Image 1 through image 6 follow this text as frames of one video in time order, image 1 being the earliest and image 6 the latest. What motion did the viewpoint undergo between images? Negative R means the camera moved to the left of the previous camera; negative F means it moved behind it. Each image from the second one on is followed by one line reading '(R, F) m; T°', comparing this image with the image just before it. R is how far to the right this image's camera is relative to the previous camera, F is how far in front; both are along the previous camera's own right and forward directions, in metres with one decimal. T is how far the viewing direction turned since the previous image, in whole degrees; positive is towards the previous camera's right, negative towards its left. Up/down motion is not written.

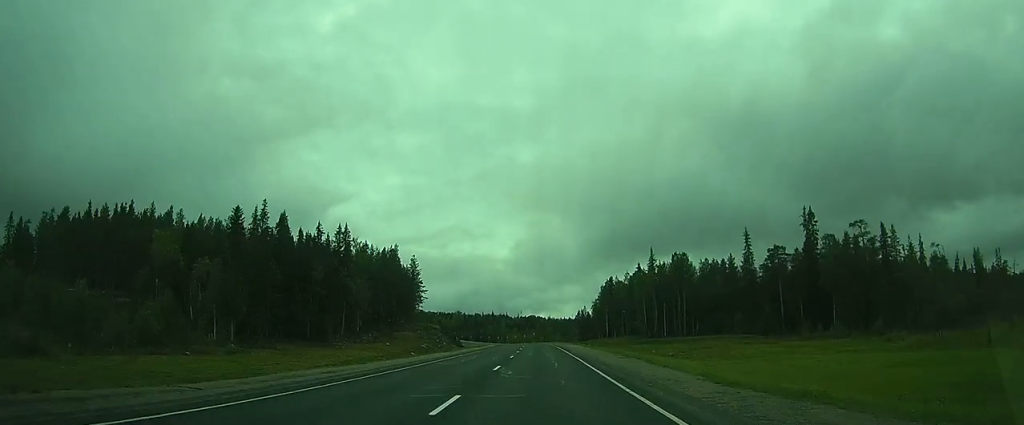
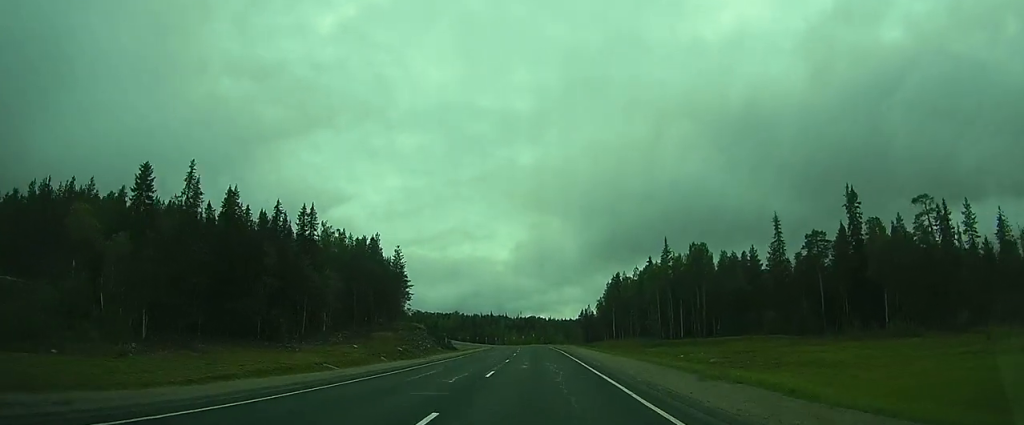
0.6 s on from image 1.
(-0.1, +15.1) m; -1°
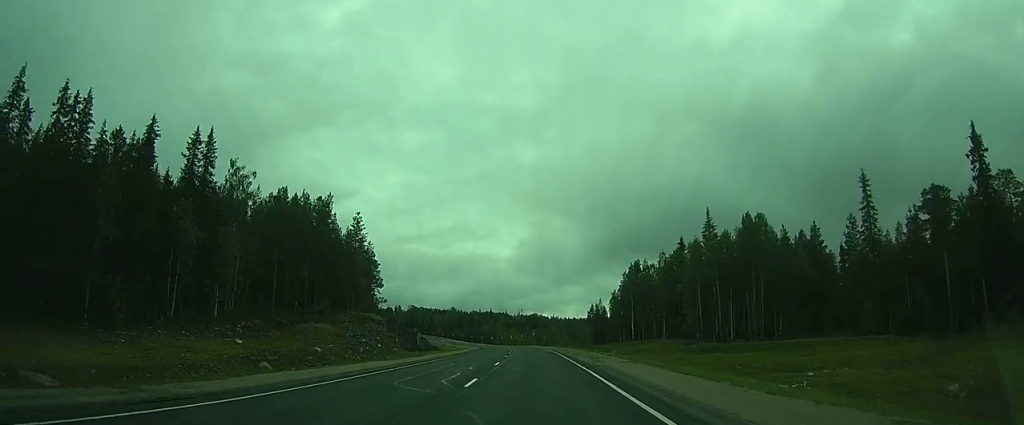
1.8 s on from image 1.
(-0.1, +28.7) m; 0°
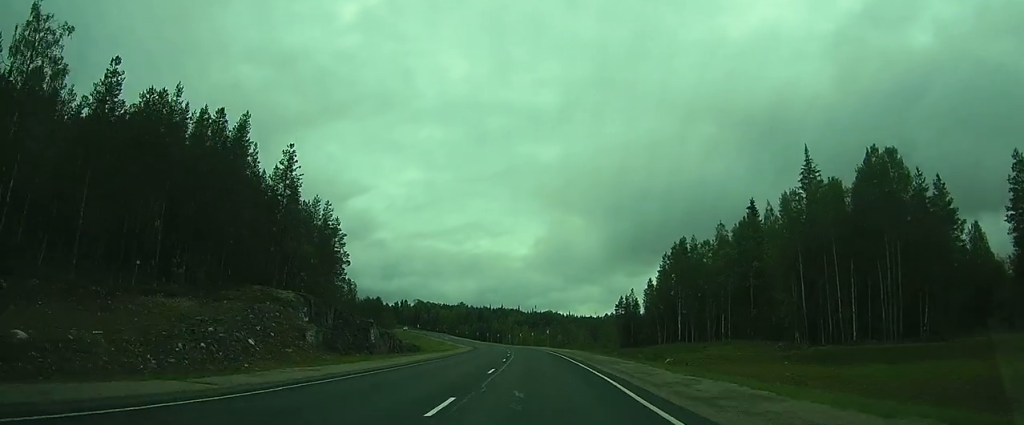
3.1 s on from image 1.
(0.0, +31.1) m; 0°
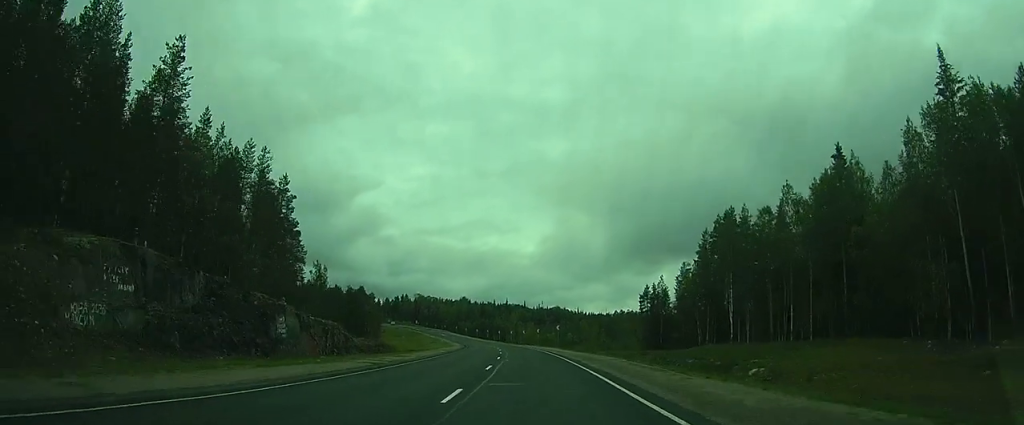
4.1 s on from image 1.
(0.0, +23.1) m; 0°
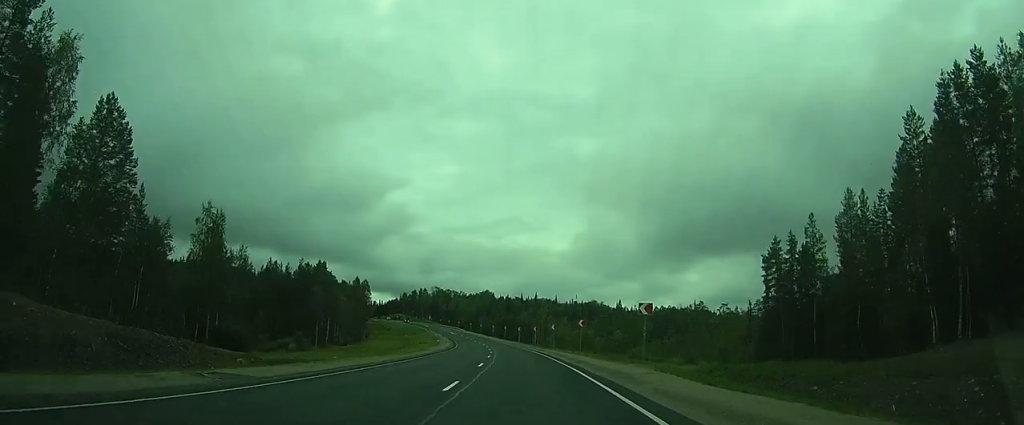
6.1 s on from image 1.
(-0.1, +47.2) m; -1°
